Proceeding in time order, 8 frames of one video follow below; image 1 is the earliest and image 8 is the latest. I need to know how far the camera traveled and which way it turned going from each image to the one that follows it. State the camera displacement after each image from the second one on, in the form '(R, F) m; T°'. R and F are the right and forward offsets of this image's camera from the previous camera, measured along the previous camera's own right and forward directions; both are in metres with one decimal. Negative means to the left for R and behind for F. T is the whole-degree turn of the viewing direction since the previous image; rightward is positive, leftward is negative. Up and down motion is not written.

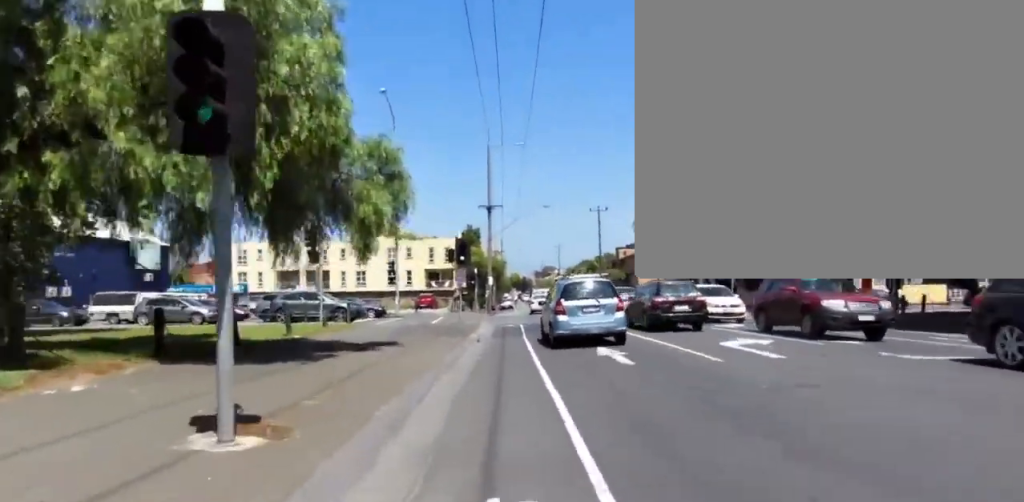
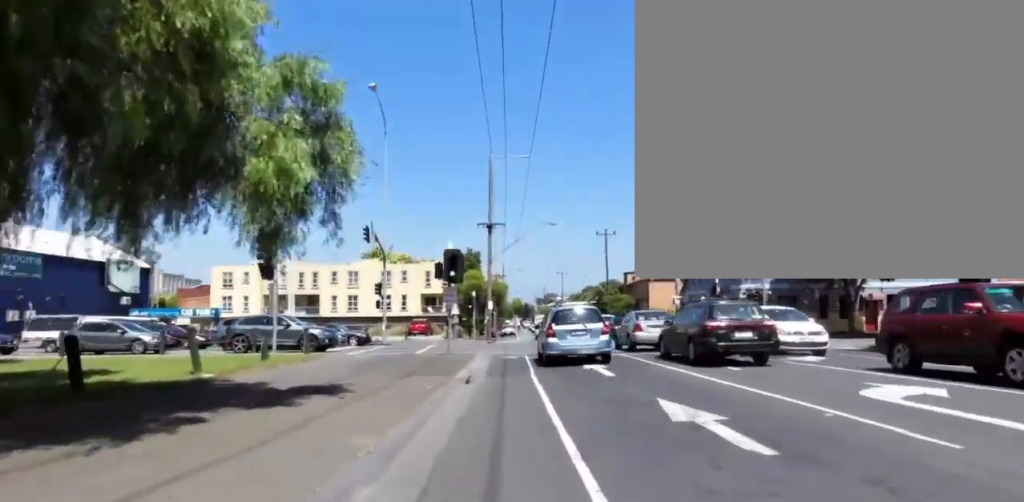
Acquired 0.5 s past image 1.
(+0.2, +5.2) m; +2°
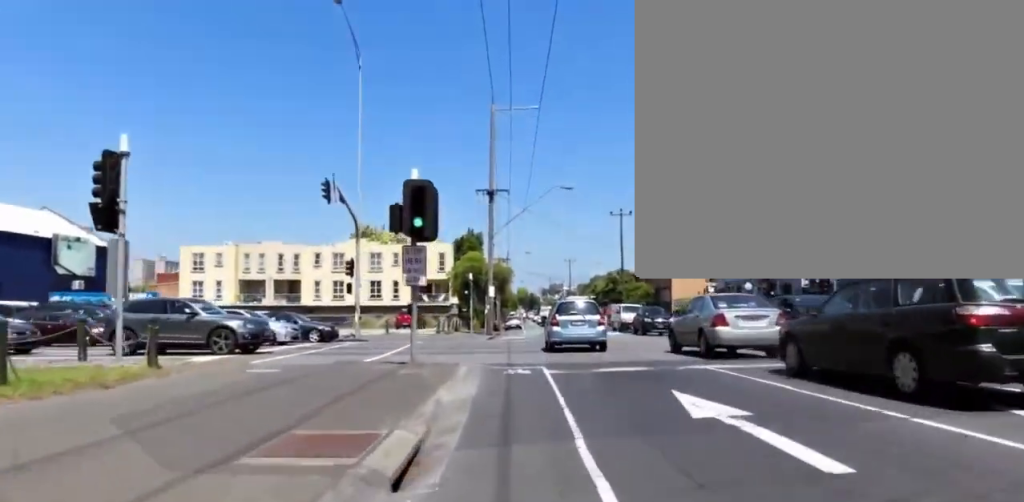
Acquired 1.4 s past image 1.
(+0.7, +8.2) m; -1°
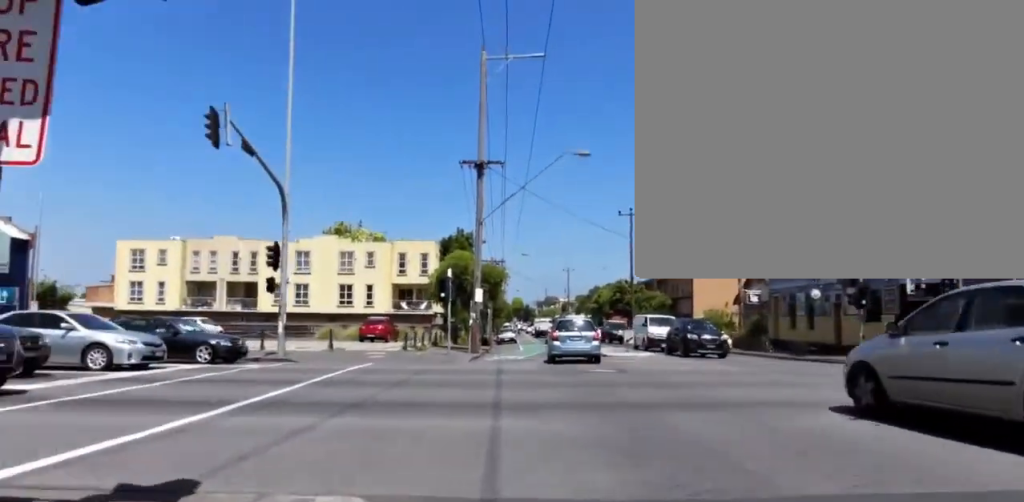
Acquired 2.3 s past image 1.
(-1.1, +9.6) m; -6°
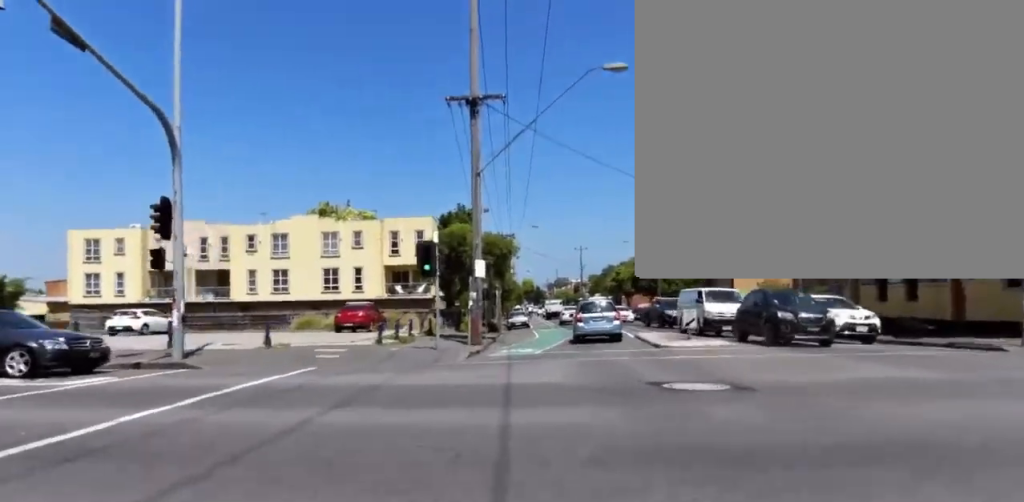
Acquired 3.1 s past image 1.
(-0.1, +7.8) m; +5°
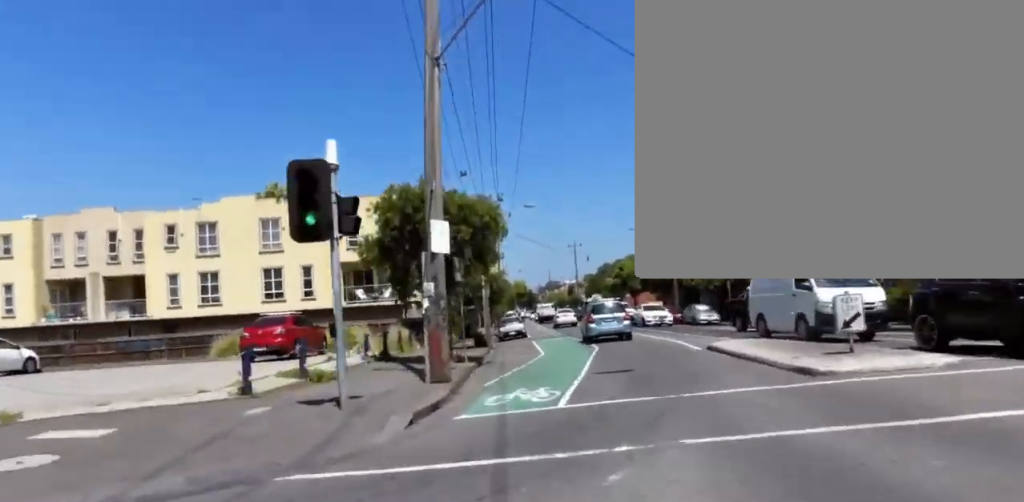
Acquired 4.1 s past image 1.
(+0.9, +9.5) m; +7°
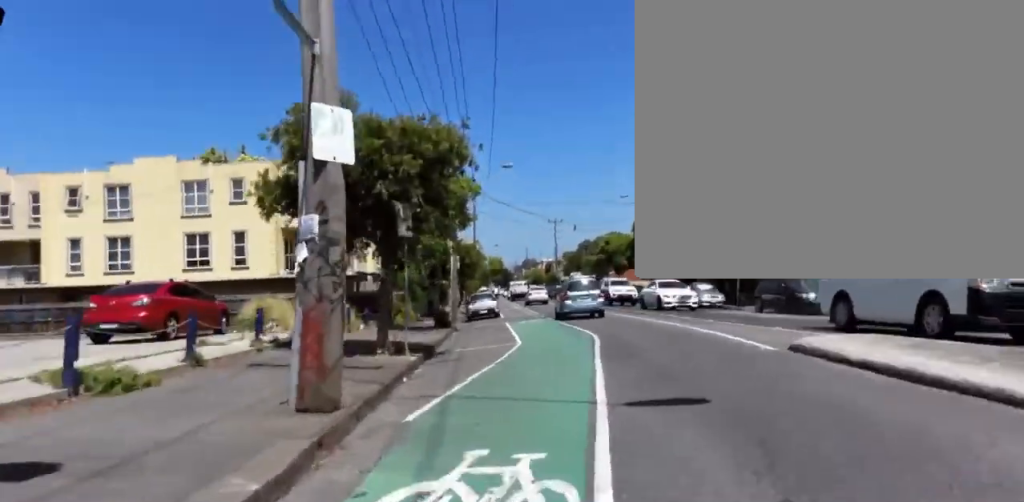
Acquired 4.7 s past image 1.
(+0.2, +5.9) m; +2°
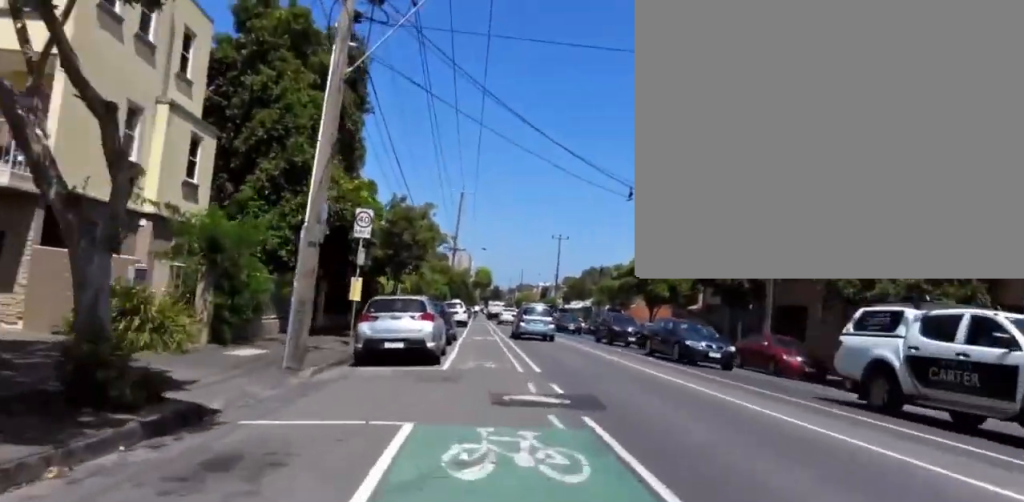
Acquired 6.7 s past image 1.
(+0.1, +20.1) m; -3°
